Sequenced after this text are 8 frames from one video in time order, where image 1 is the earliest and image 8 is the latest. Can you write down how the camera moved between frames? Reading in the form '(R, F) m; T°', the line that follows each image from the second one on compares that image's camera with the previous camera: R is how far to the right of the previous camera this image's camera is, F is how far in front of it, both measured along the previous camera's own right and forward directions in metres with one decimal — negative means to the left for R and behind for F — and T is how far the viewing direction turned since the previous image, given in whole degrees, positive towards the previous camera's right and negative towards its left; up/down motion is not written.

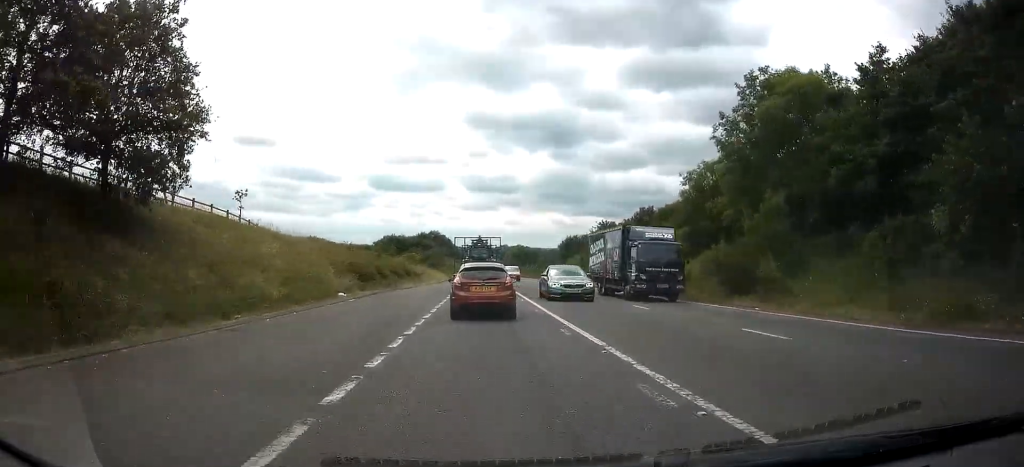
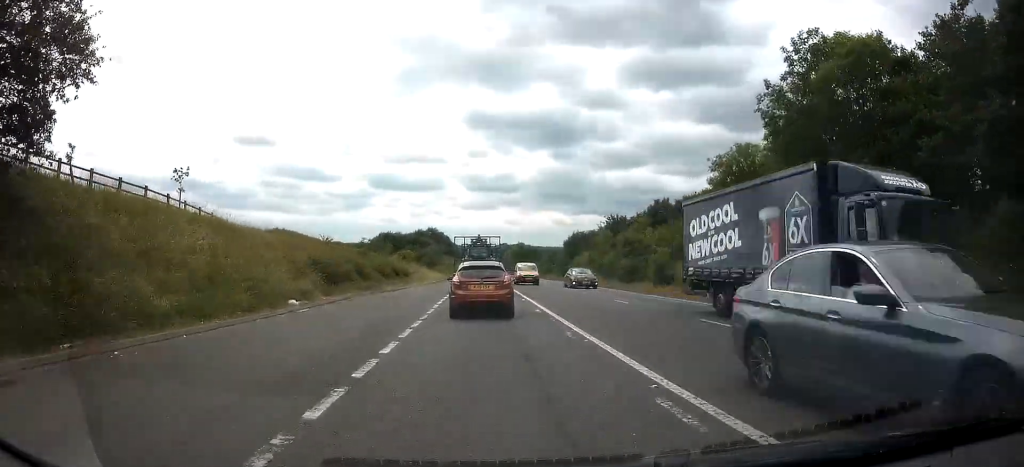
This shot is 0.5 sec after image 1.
(+0.2, +6.7) m; -1°
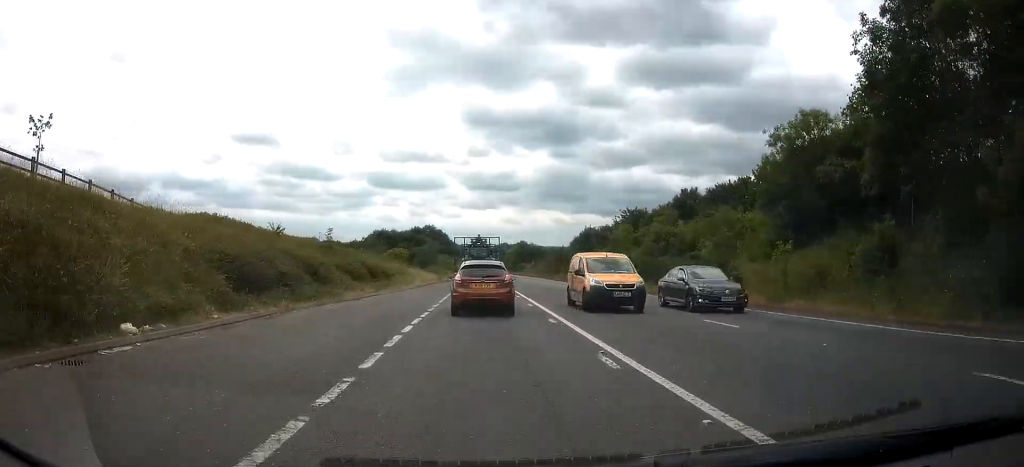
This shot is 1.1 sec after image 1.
(-0.2, +9.6) m; -1°
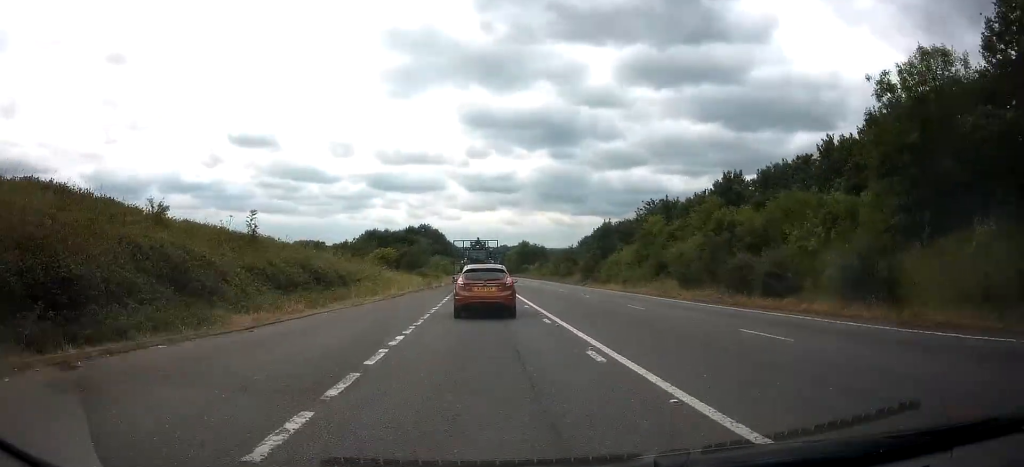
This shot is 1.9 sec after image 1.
(-0.4, +11.5) m; -1°
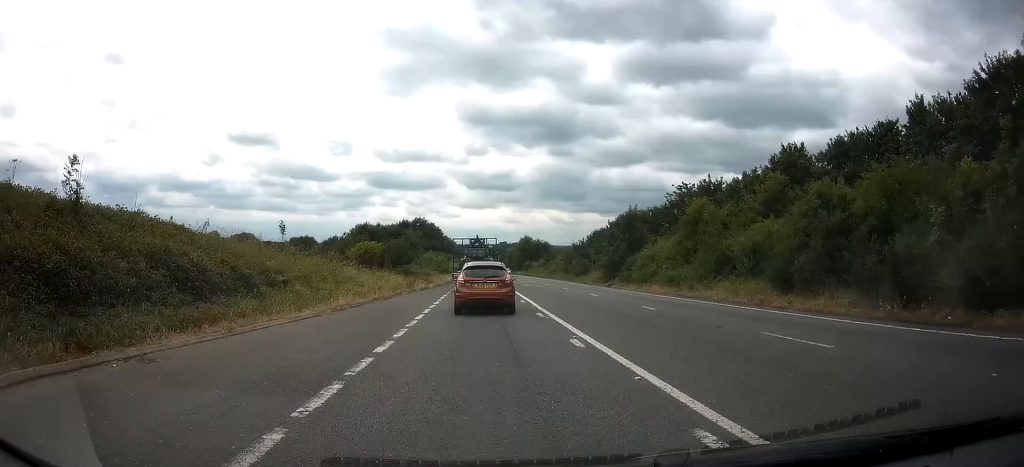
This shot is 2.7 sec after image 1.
(+0.3, +11.0) m; 0°
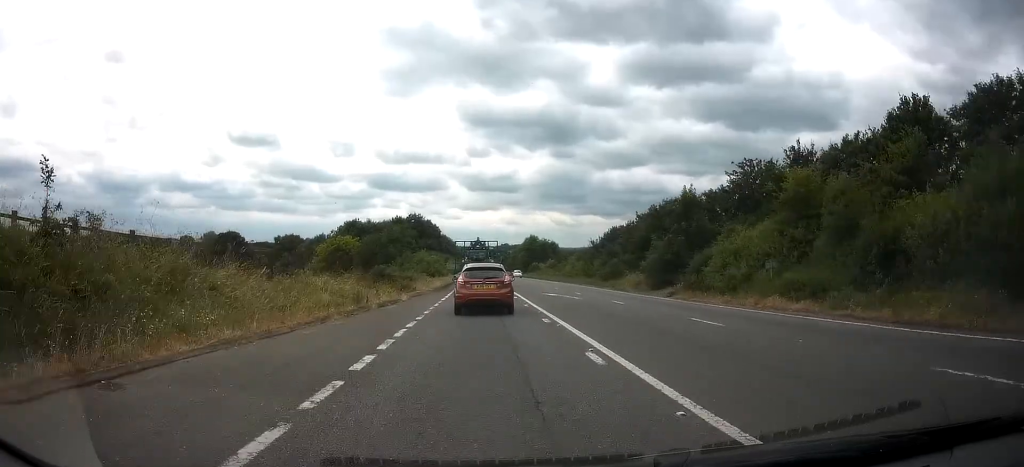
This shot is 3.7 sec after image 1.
(-0.4, +13.8) m; 0°
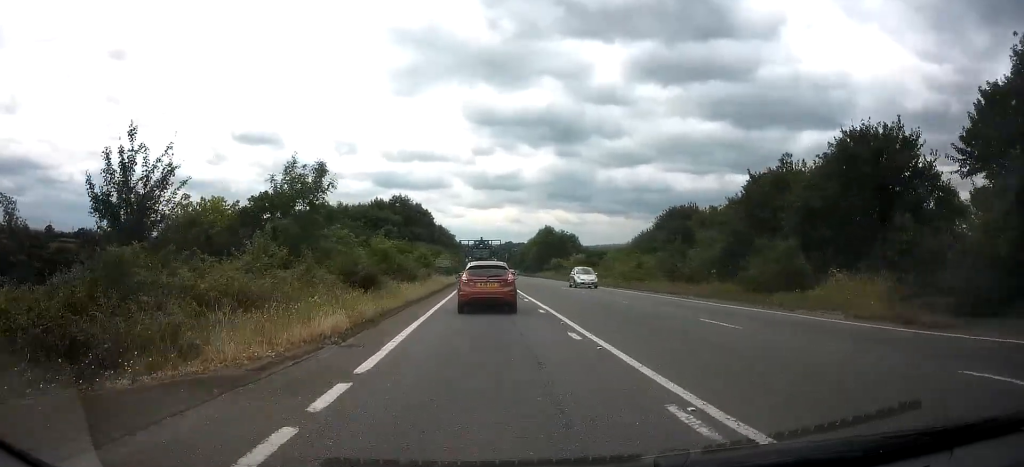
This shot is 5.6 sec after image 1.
(+0.7, +28.0) m; +2°
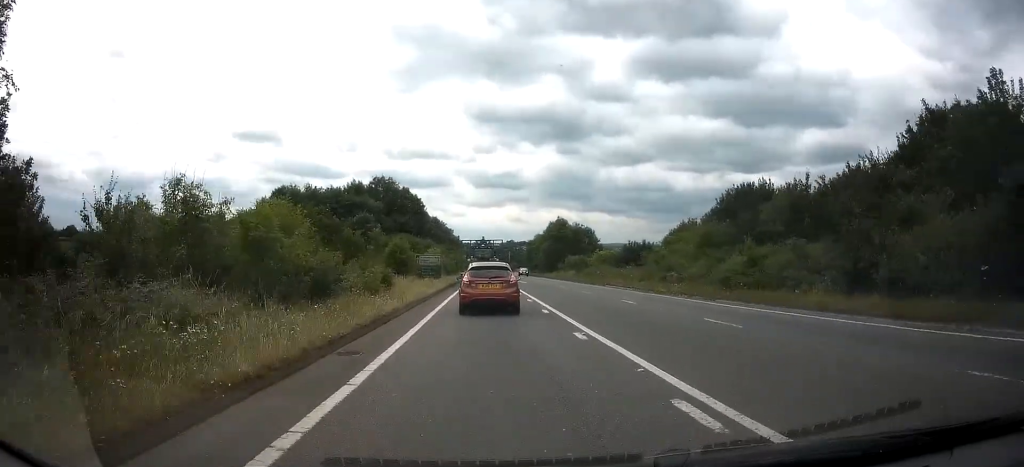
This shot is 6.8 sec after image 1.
(+0.1, +17.9) m; +1°
